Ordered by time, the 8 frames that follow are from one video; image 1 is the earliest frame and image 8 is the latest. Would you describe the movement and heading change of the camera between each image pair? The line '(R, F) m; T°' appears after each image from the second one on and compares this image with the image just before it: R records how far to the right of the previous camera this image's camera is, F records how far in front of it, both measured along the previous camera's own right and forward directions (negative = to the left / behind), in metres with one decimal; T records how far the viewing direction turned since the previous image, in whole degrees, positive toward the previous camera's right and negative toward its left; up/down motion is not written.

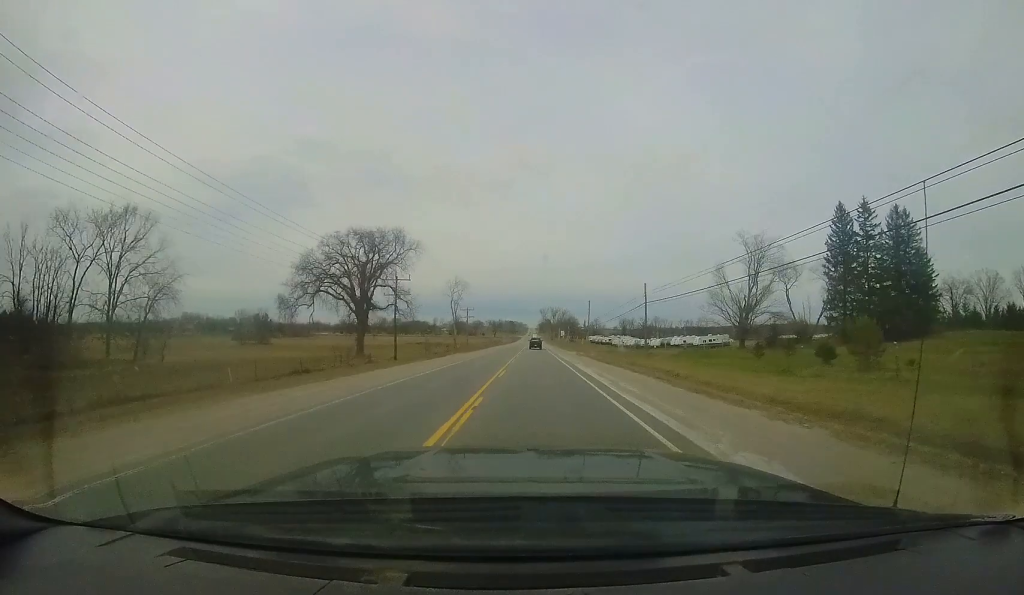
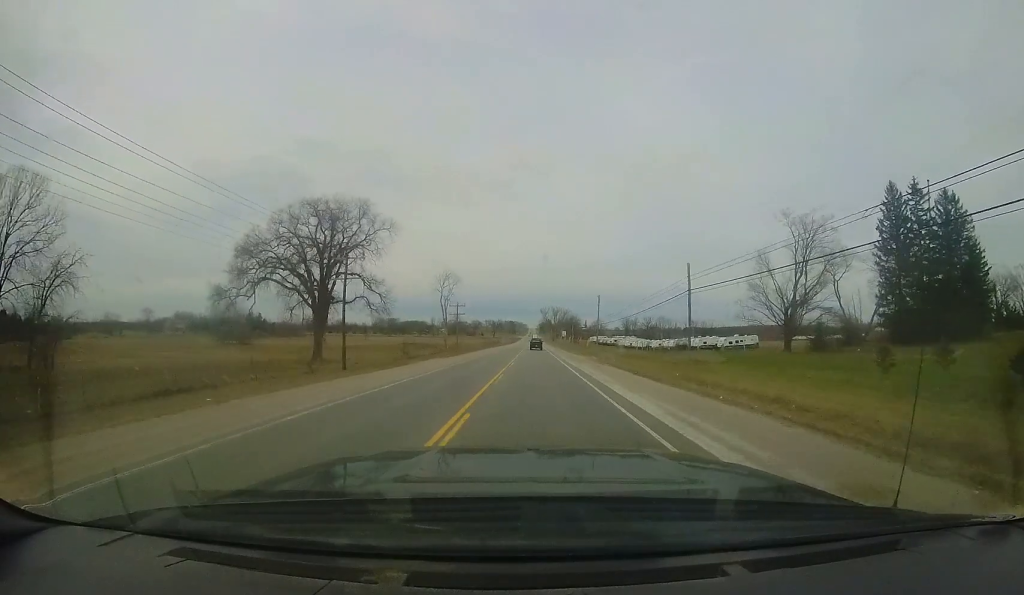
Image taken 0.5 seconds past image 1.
(+0.1, +11.2) m; 0°
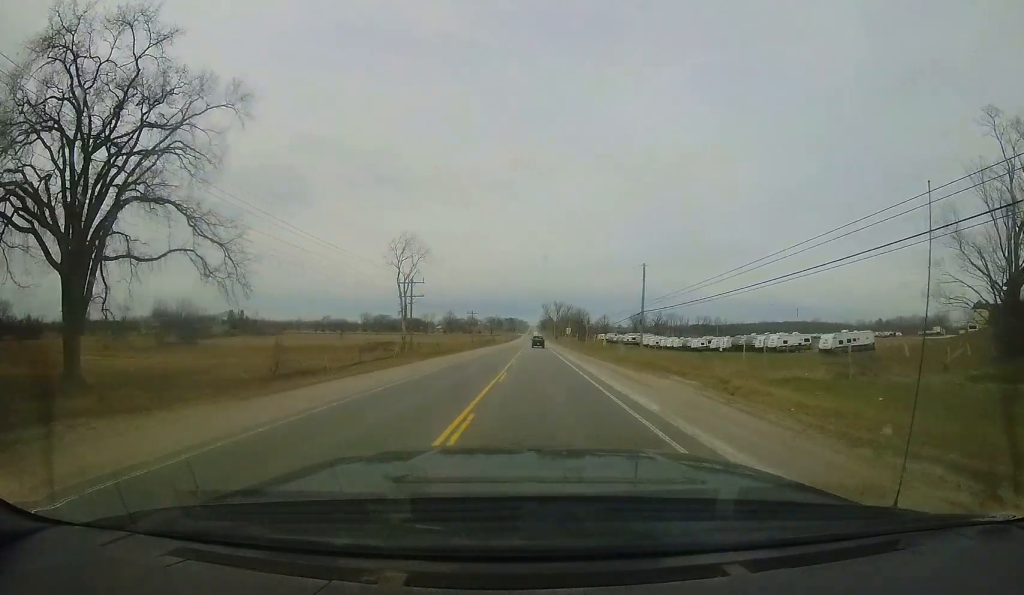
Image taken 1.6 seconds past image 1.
(-0.4, +27.7) m; +1°
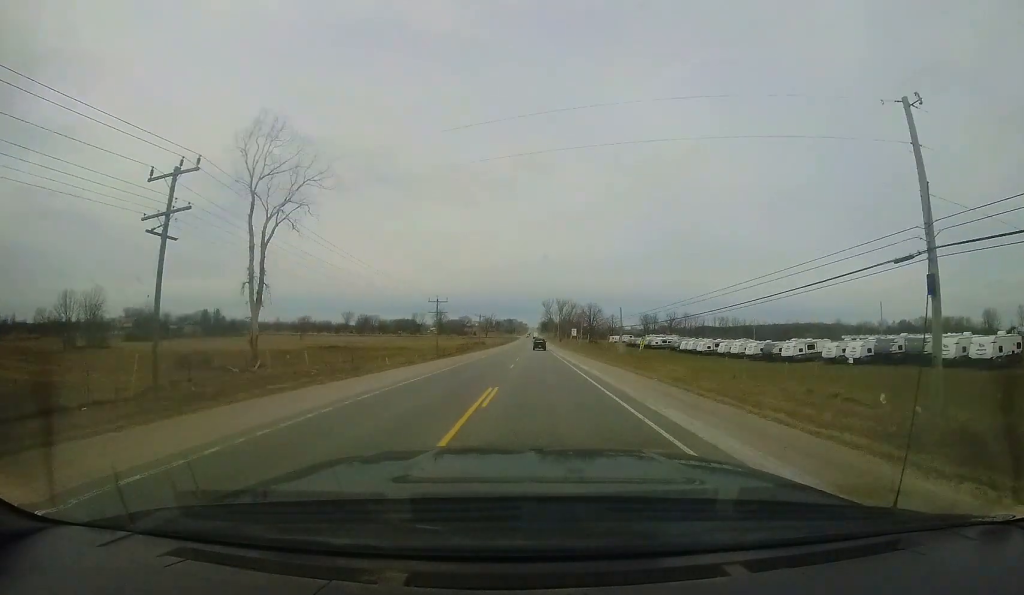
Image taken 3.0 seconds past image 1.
(+0.7, +32.1) m; +1°
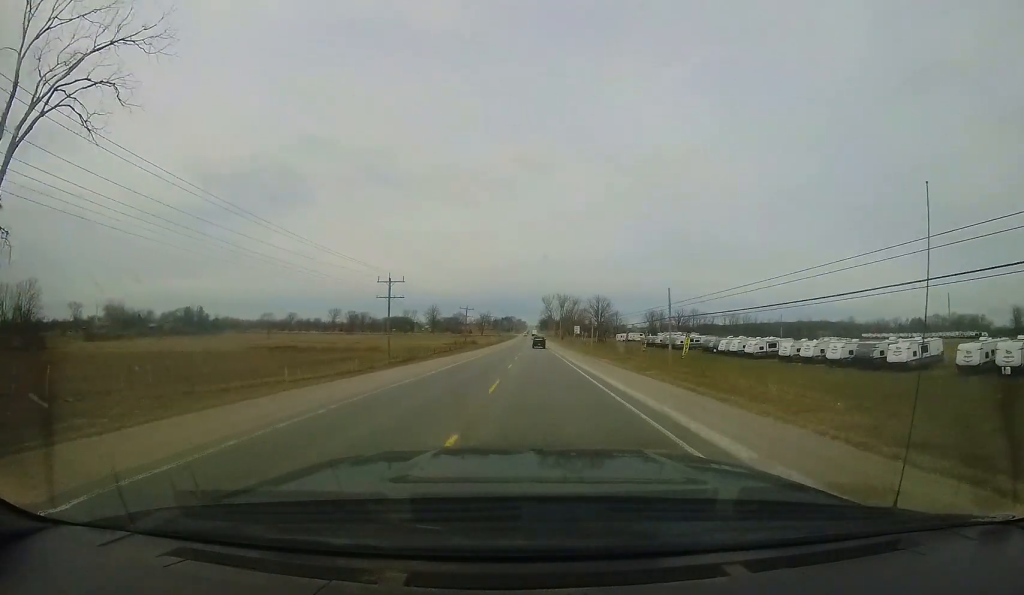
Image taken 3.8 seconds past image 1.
(-0.2, +18.6) m; 0°
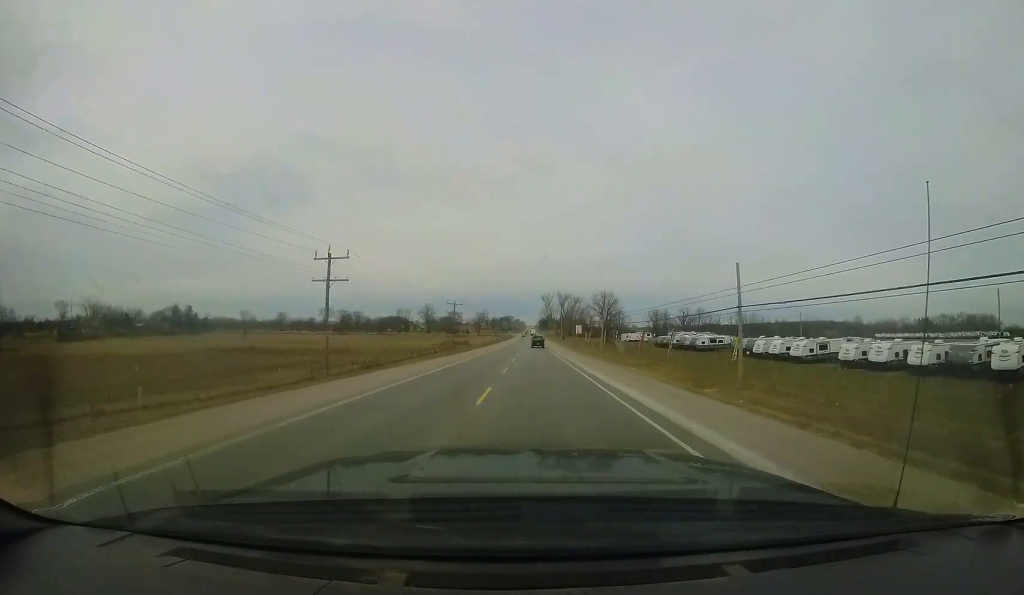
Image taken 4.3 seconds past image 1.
(-0.2, +11.6) m; 0°
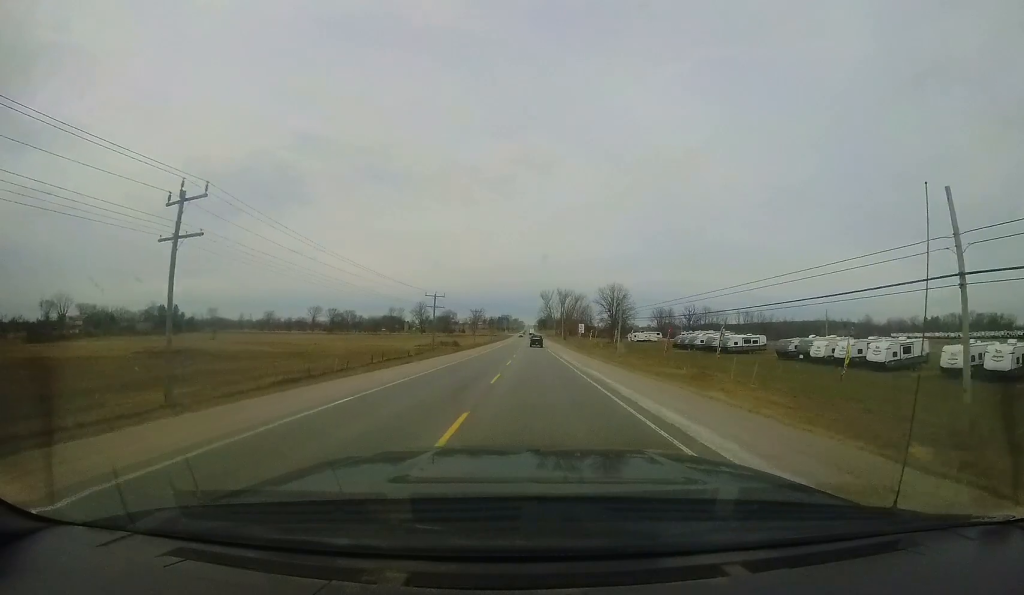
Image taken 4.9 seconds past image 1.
(+0.2, +12.9) m; 0°
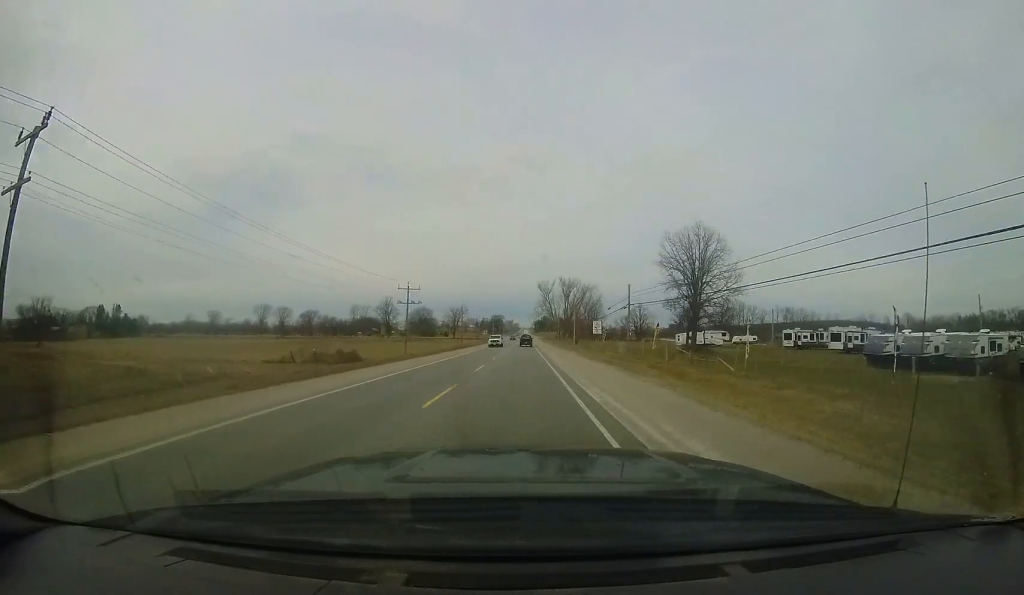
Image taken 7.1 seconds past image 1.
(+0.6, +50.9) m; +2°
